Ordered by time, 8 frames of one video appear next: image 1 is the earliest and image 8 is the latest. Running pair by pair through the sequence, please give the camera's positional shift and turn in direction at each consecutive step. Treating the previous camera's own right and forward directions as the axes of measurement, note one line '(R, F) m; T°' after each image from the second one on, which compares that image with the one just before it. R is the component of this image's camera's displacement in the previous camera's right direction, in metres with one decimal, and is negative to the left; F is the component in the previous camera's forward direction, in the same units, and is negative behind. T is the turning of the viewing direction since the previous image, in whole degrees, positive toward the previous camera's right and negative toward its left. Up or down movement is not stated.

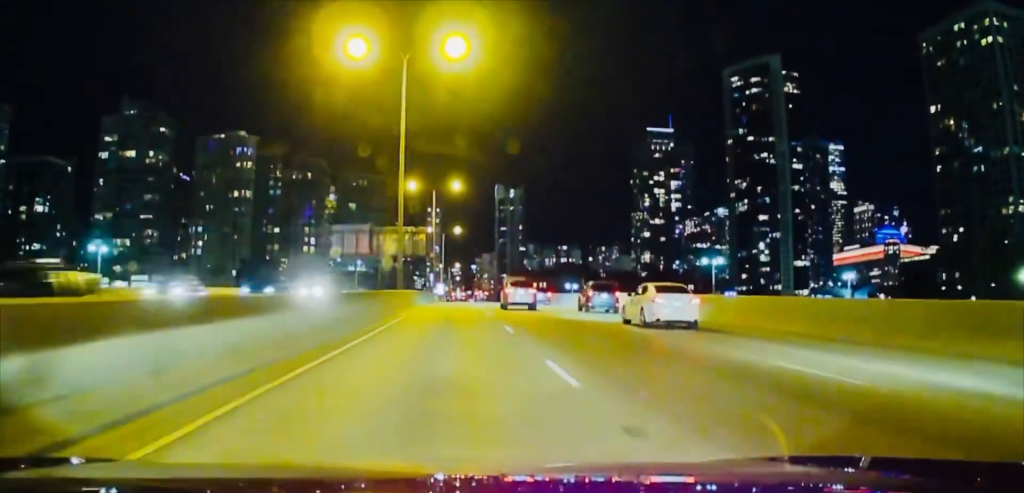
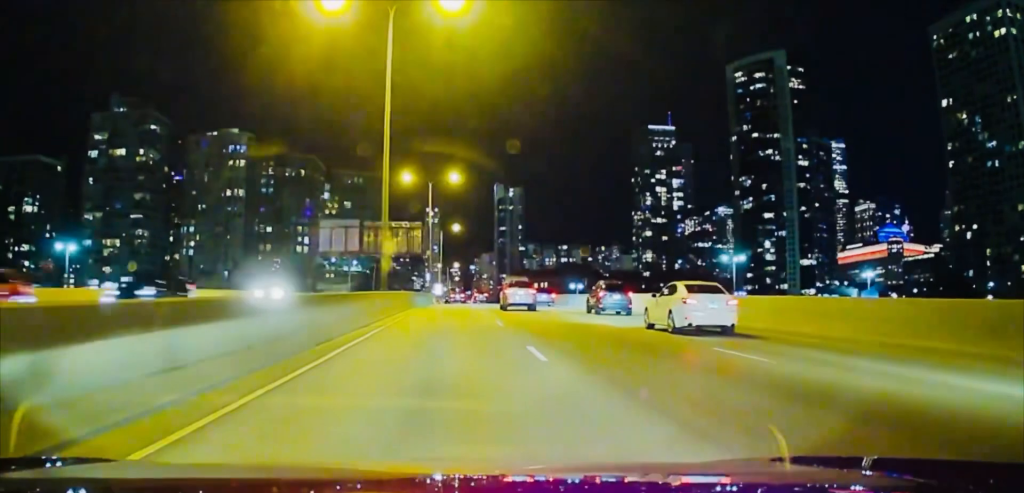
(0.0, +8.9) m; 0°
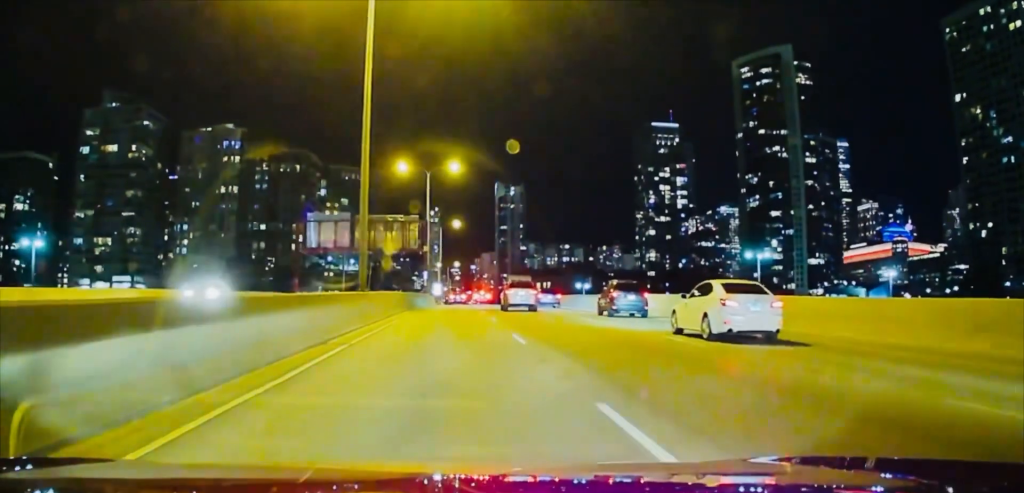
(0.0, +8.2) m; 0°
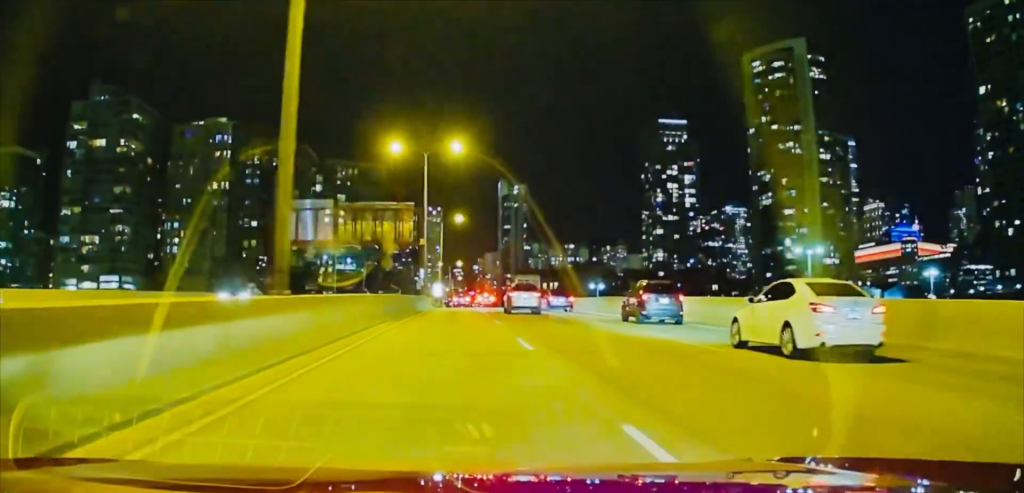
(-0.1, +13.0) m; 0°
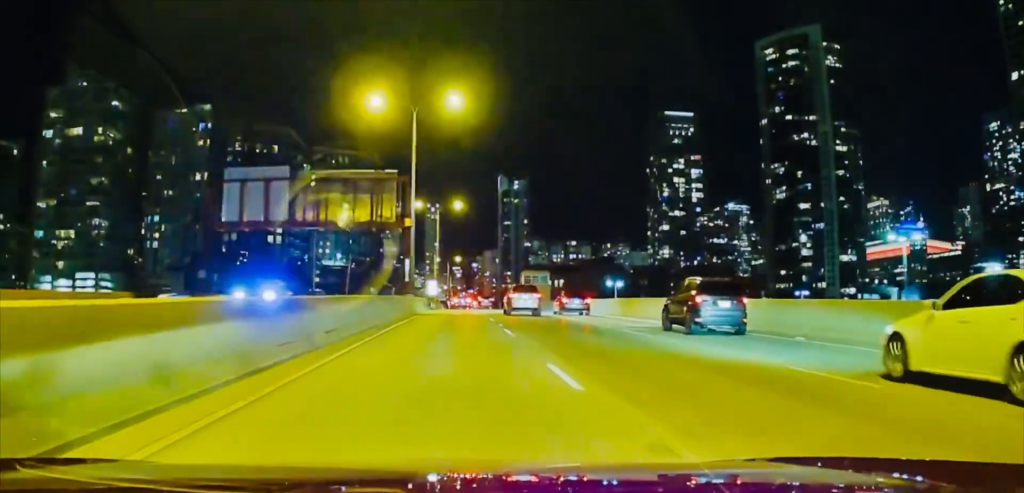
(+0.1, +18.5) m; +1°
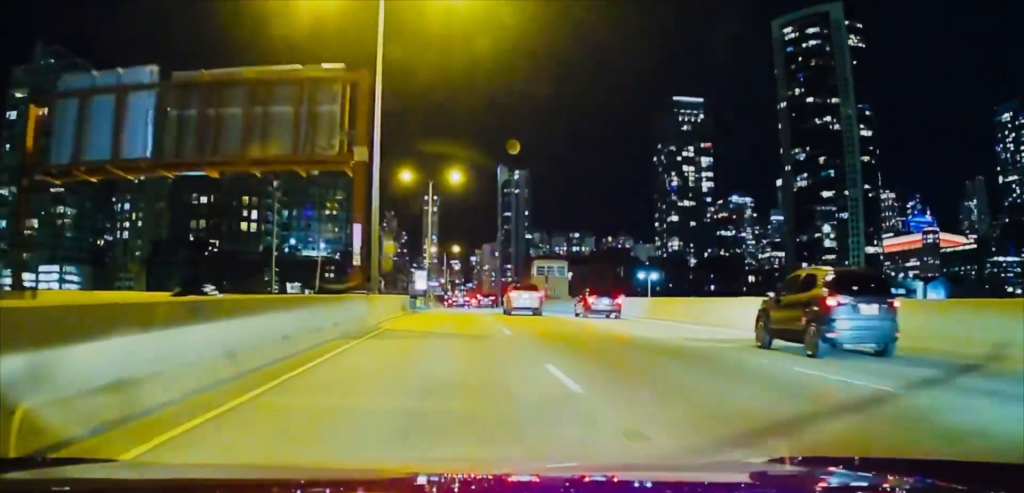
(+0.3, +25.0) m; +1°
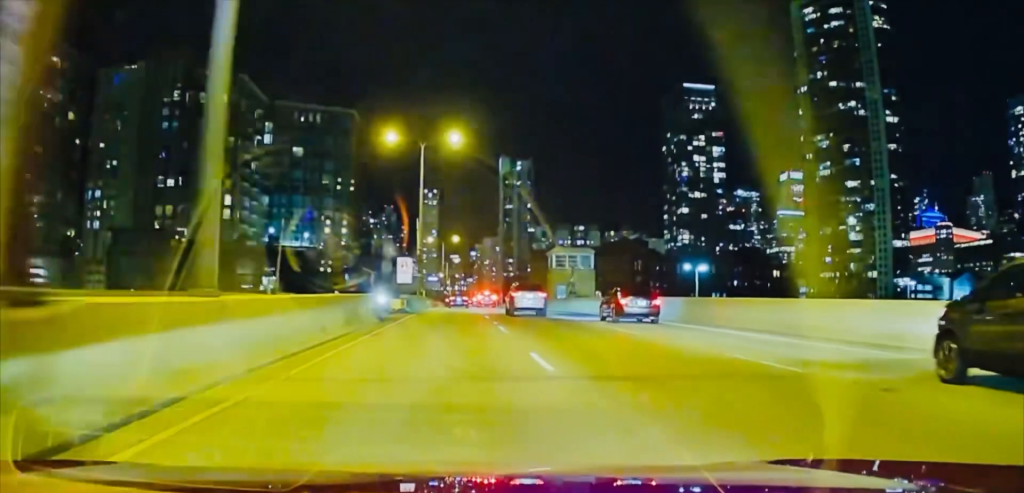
(-0.2, +22.3) m; -2°
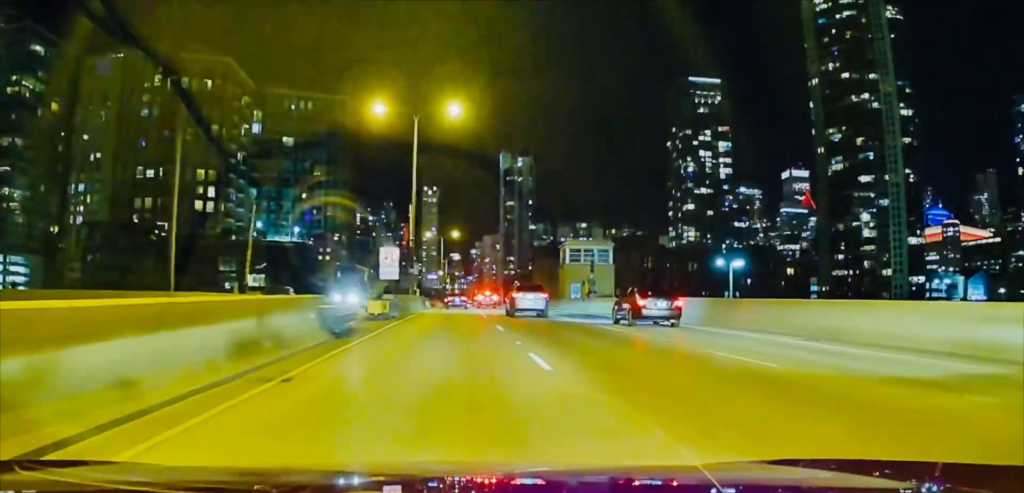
(-0.3, +10.8) m; 0°
